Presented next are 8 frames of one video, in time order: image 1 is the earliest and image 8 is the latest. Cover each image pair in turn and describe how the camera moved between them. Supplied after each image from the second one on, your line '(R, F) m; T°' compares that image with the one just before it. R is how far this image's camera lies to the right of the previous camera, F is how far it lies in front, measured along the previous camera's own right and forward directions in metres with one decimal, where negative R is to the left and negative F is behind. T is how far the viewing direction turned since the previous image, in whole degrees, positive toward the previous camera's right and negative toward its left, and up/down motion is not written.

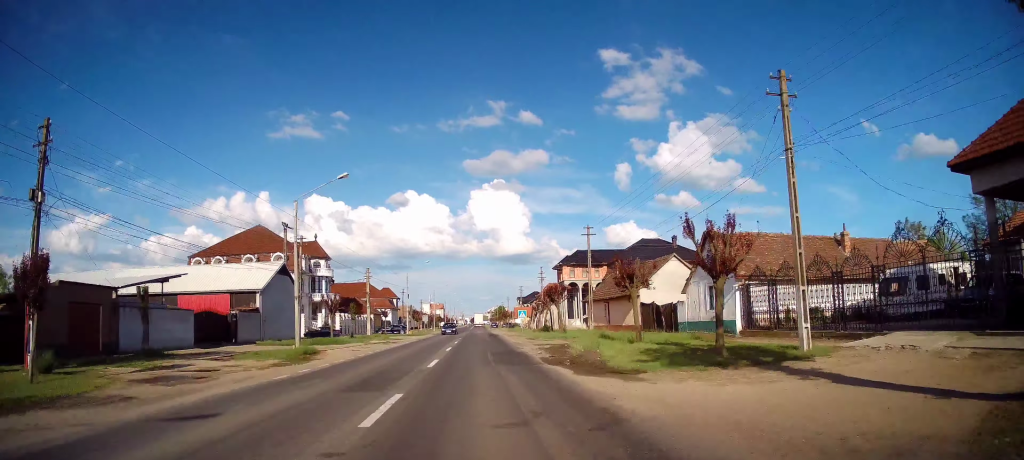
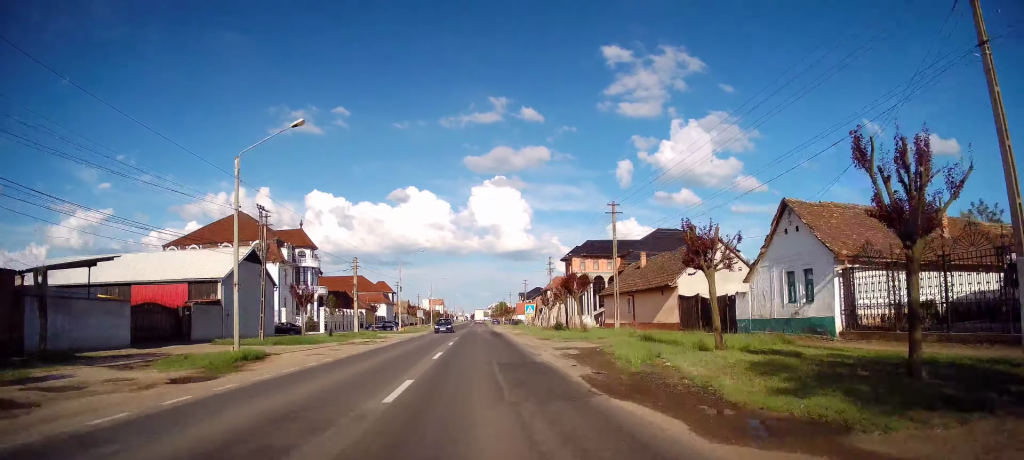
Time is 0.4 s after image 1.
(+0.1, +7.4) m; 0°
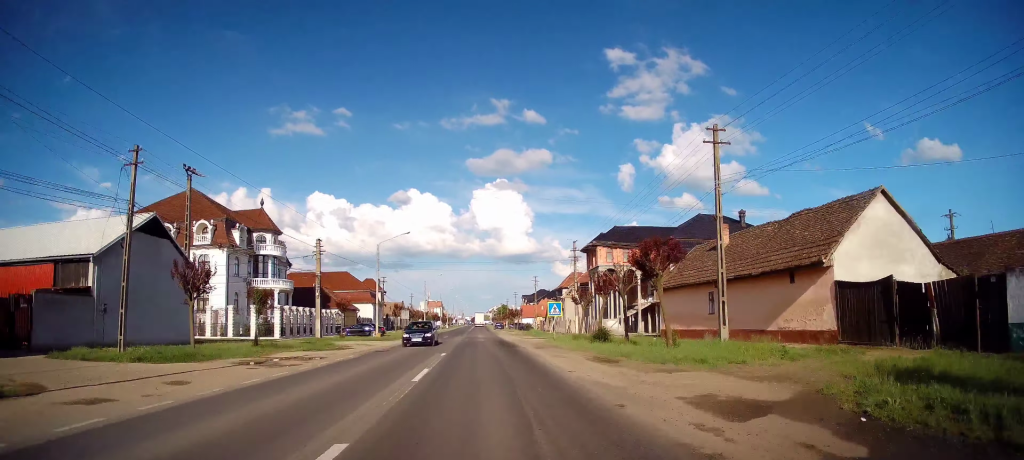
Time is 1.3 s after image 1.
(-0.4, +14.8) m; 0°
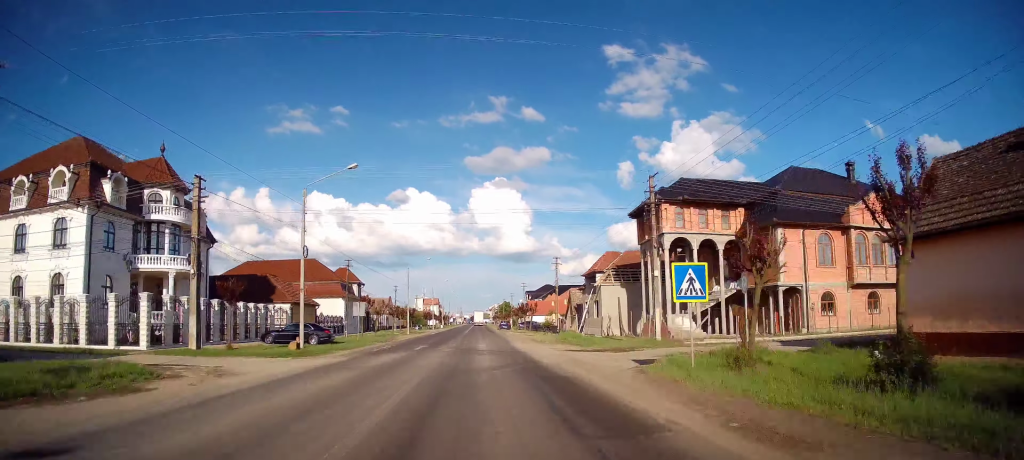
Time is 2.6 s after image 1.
(+0.3, +21.4) m; 0°
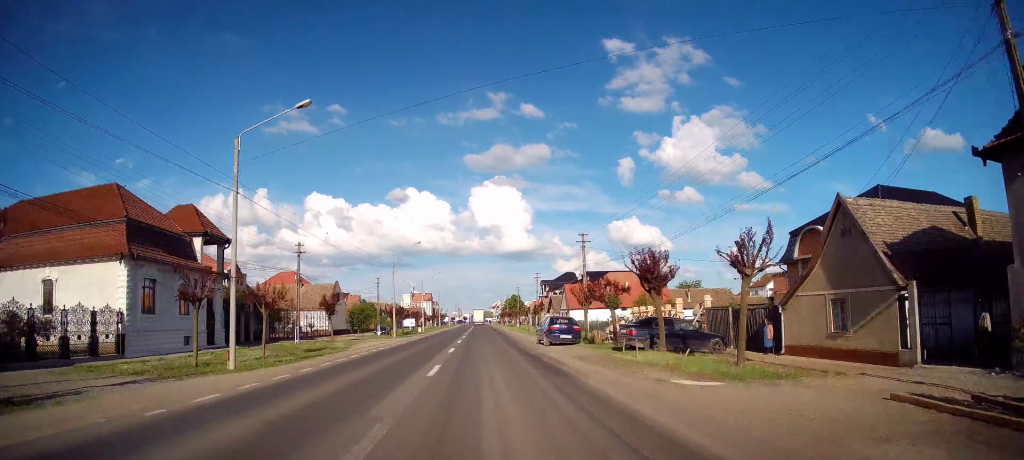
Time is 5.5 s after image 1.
(-0.3, +50.3) m; 0°
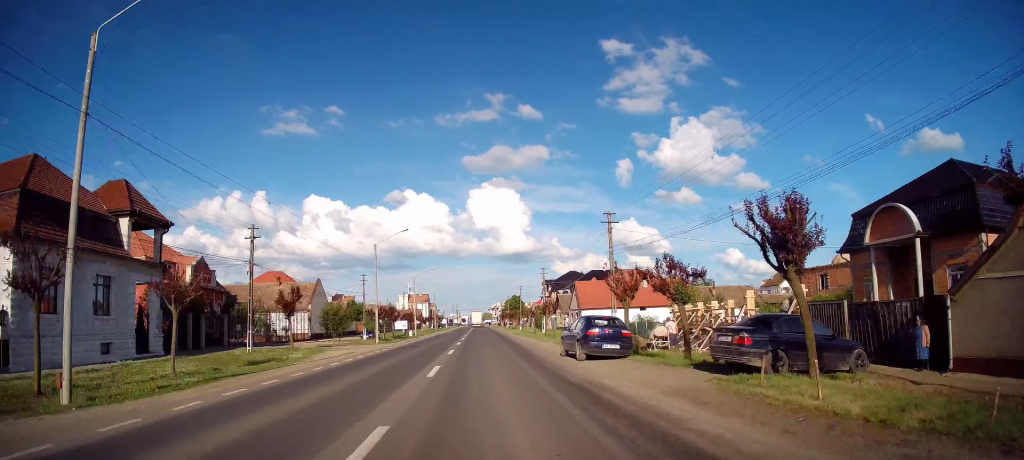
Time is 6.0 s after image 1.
(+0.3, +8.7) m; 0°
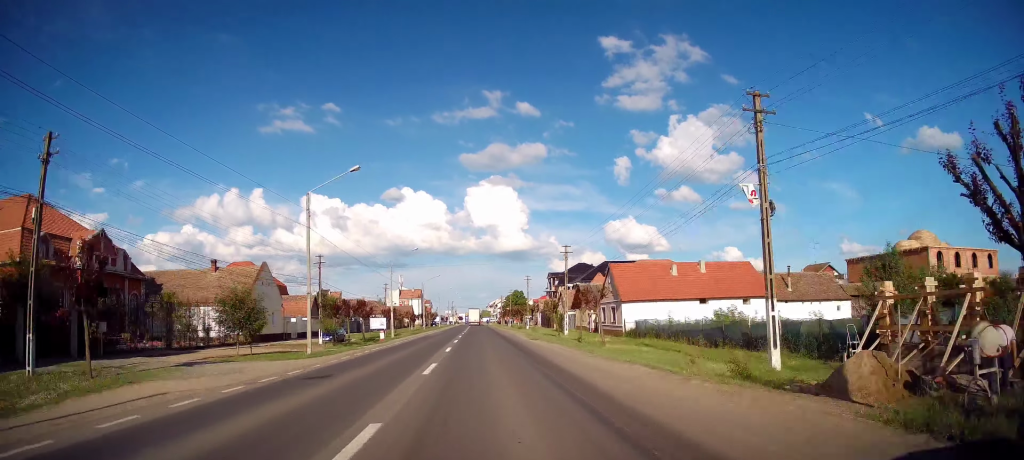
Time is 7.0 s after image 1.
(-0.2, +17.8) m; 0°
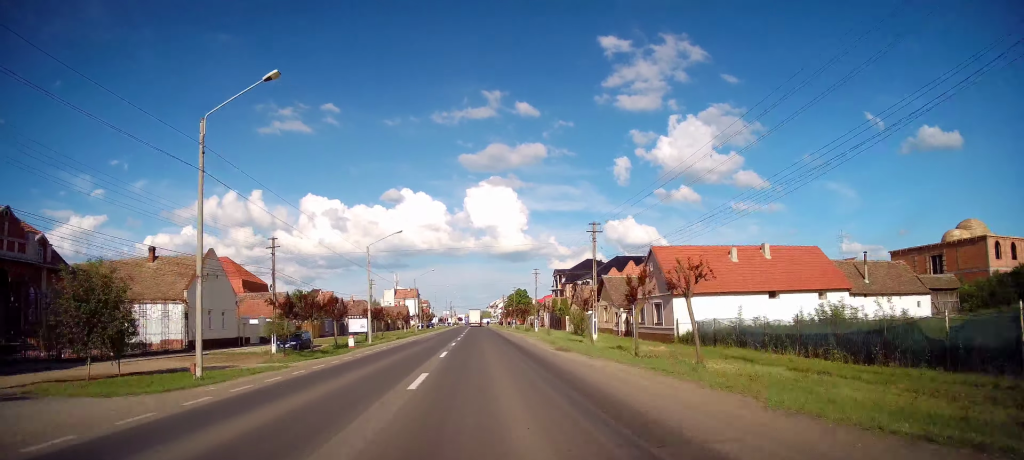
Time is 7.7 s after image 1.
(0.0, +11.4) m; 0°
